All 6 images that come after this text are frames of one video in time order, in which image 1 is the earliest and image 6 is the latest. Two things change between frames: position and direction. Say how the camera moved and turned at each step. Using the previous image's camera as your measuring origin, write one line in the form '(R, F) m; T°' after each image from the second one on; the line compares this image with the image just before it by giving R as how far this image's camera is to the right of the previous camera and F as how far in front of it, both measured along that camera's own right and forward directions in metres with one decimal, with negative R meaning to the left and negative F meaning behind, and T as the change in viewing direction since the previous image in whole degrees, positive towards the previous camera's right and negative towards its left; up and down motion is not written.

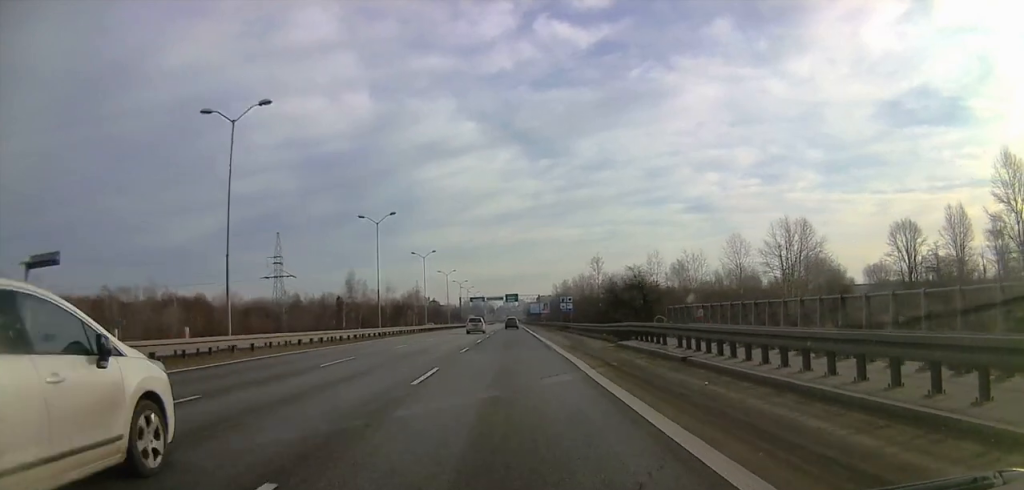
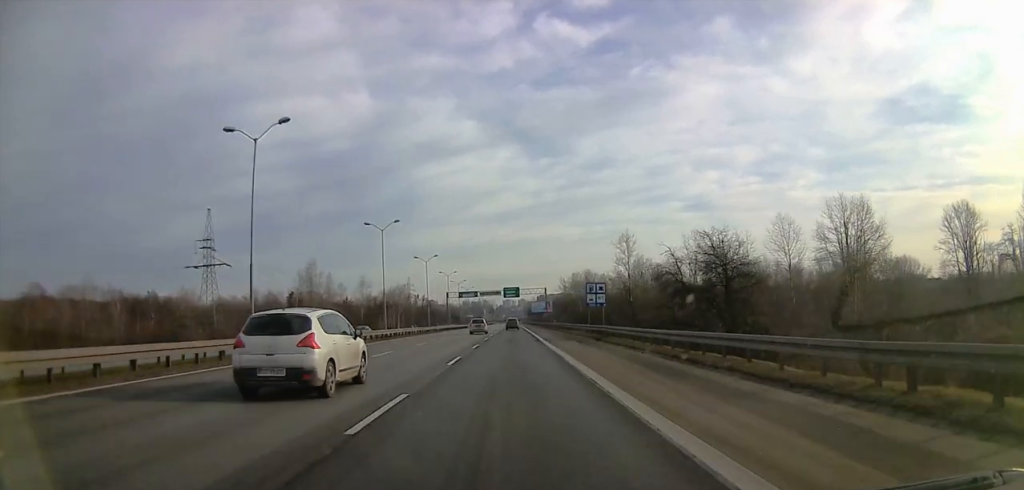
(-0.4, +28.6) m; -1°
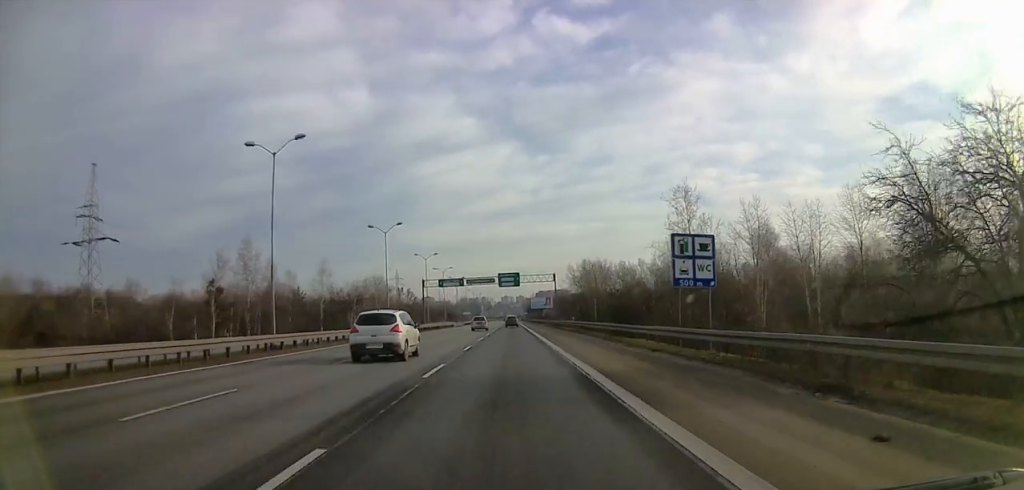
(-0.4, +28.8) m; -2°
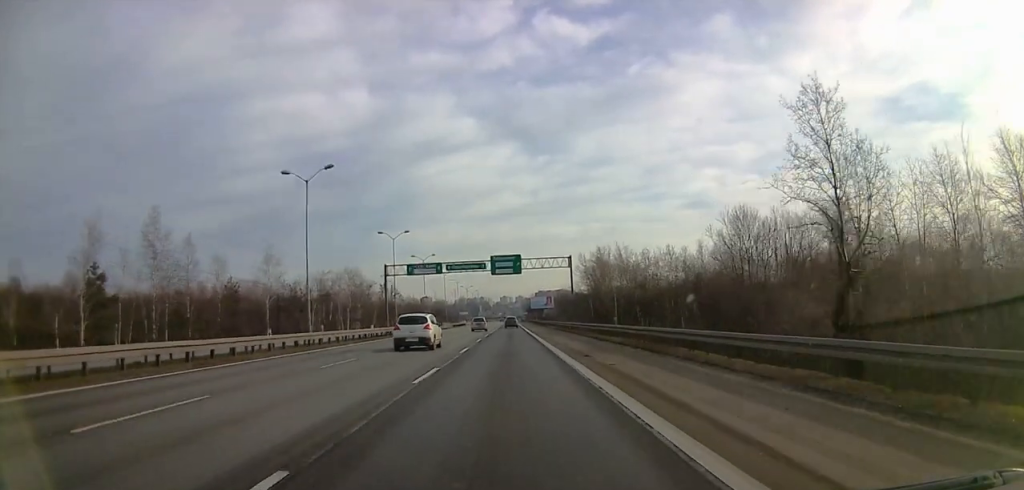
(-0.2, +25.1) m; +2°
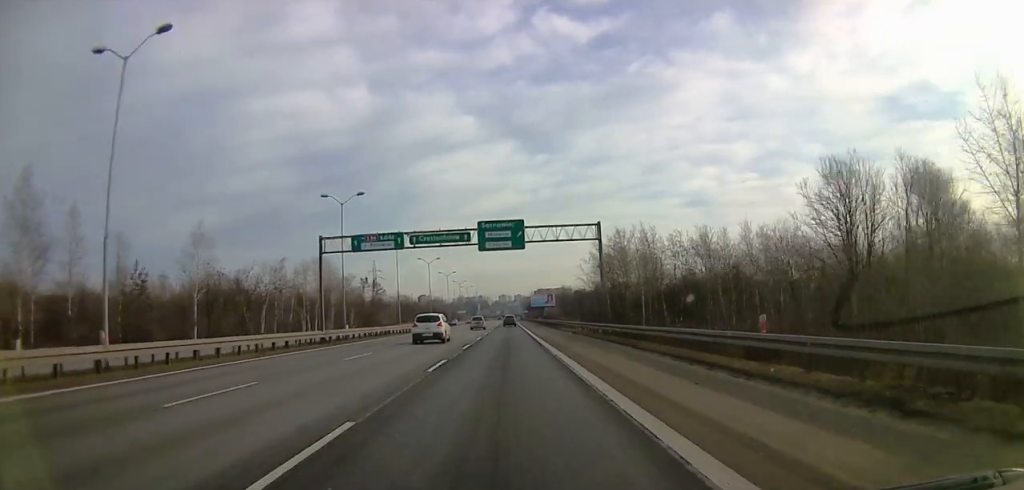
(+0.9, +21.0) m; +1°
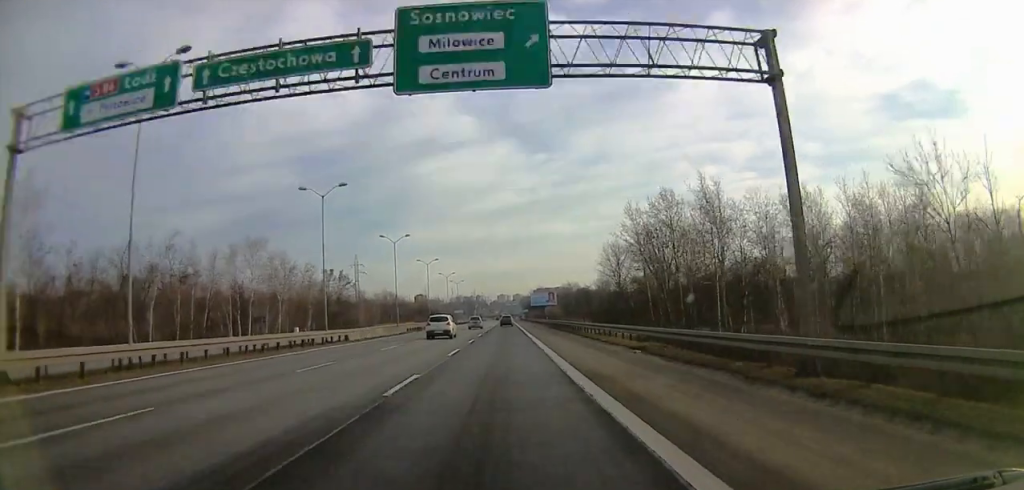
(-0.8, +28.2) m; 0°
